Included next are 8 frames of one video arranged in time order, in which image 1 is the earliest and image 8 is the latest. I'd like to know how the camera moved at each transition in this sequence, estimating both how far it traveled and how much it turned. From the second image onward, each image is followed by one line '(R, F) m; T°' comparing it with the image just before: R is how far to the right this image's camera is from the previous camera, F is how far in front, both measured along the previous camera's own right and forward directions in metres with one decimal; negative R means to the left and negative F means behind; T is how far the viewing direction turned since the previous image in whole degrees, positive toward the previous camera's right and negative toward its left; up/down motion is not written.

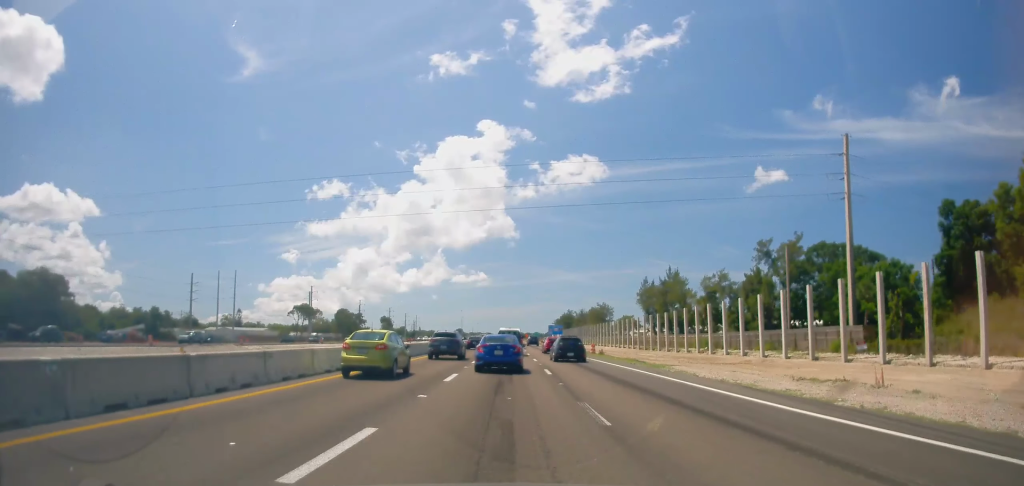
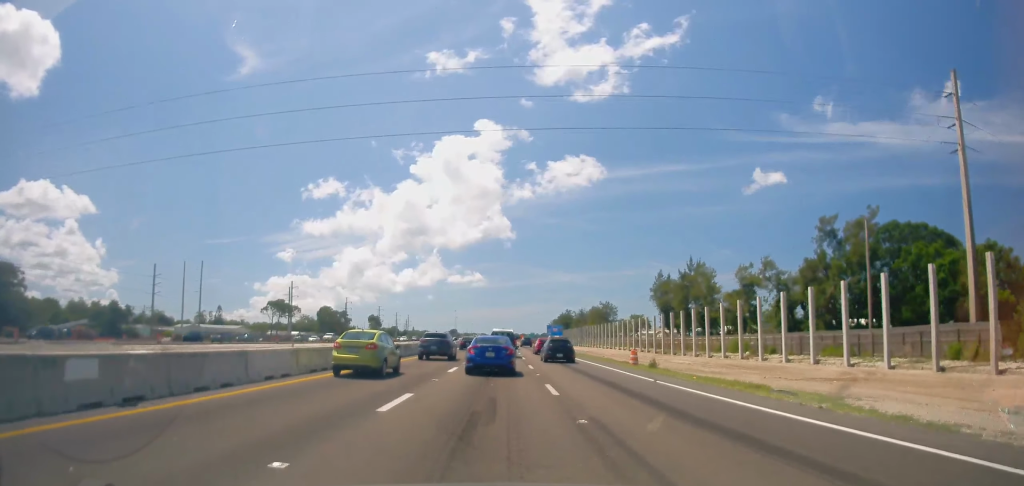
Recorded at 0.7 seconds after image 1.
(+0.3, +20.0) m; +1°
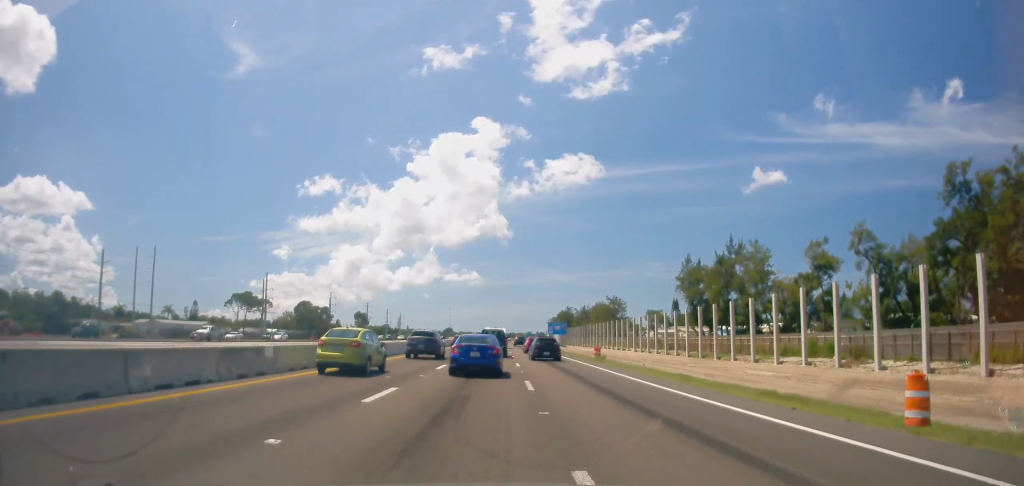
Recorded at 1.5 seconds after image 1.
(+0.1, +24.3) m; 0°
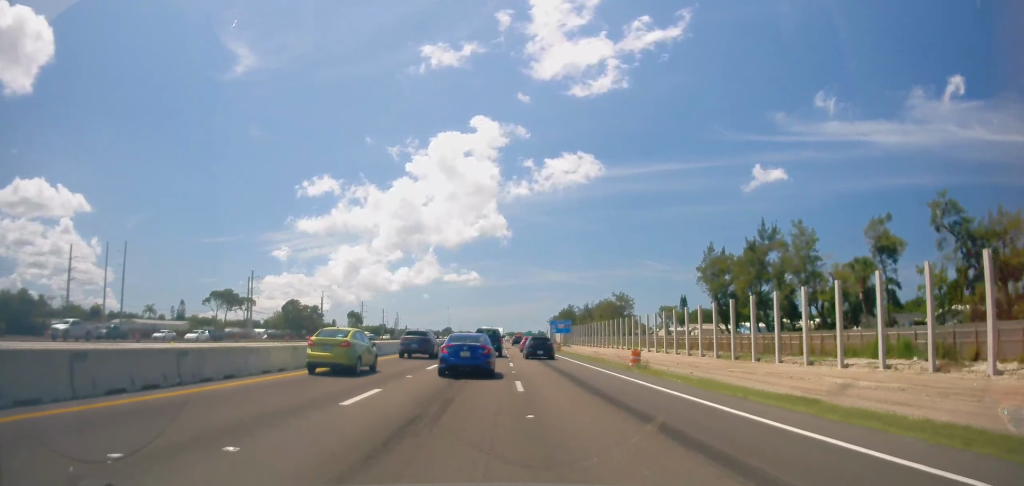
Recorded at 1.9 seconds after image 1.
(0.0, +13.2) m; 0°
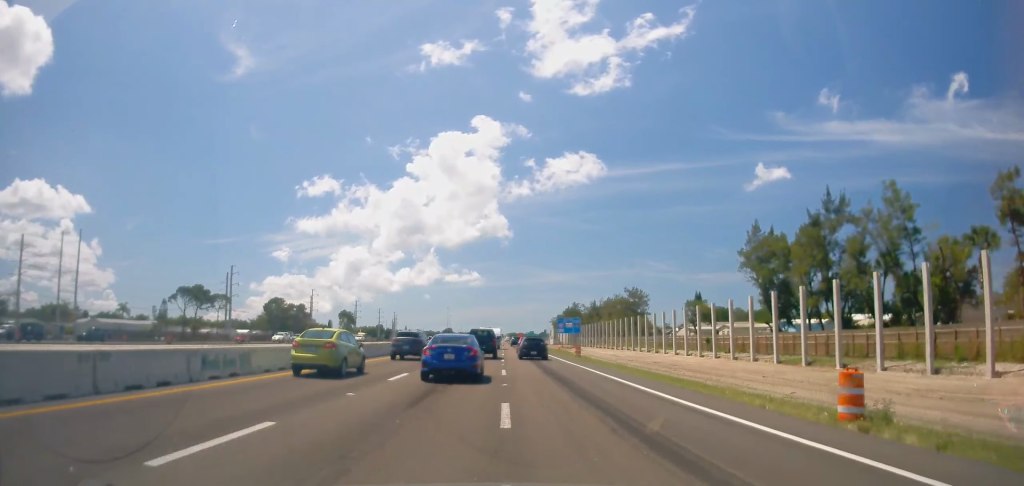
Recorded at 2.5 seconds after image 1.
(0.0, +18.5) m; 0°
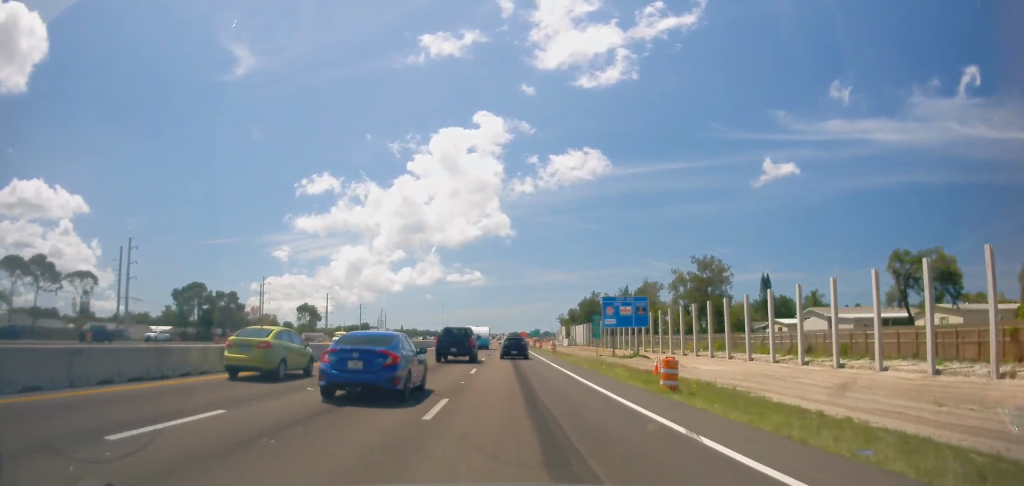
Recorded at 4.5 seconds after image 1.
(-0.1, +62.1) m; 0°
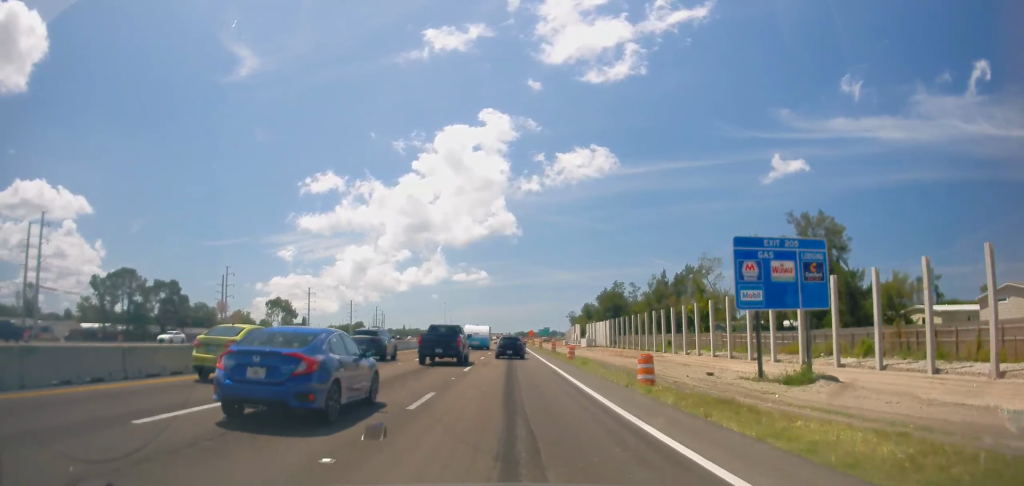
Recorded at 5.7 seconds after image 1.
(0.0, +36.7) m; -1°
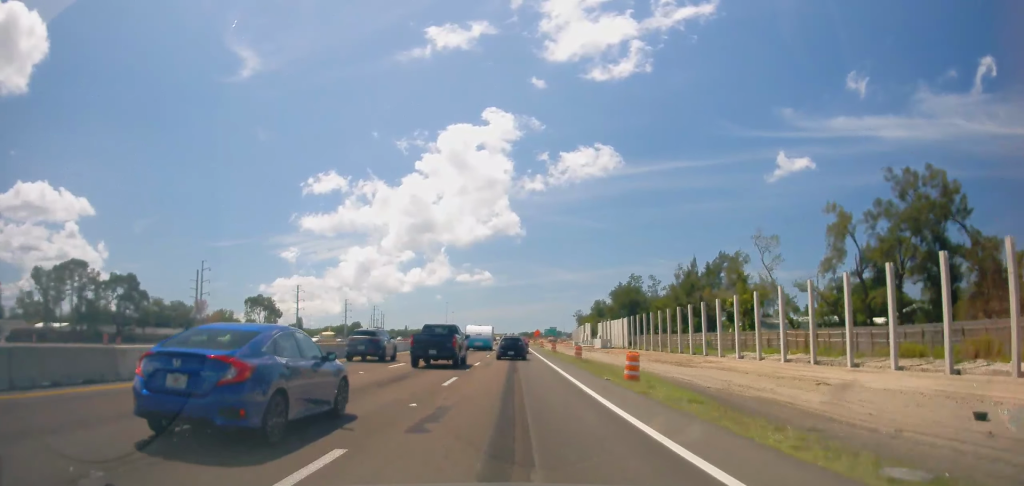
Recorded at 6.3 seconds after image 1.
(-0.2, +20.1) m; 0°
